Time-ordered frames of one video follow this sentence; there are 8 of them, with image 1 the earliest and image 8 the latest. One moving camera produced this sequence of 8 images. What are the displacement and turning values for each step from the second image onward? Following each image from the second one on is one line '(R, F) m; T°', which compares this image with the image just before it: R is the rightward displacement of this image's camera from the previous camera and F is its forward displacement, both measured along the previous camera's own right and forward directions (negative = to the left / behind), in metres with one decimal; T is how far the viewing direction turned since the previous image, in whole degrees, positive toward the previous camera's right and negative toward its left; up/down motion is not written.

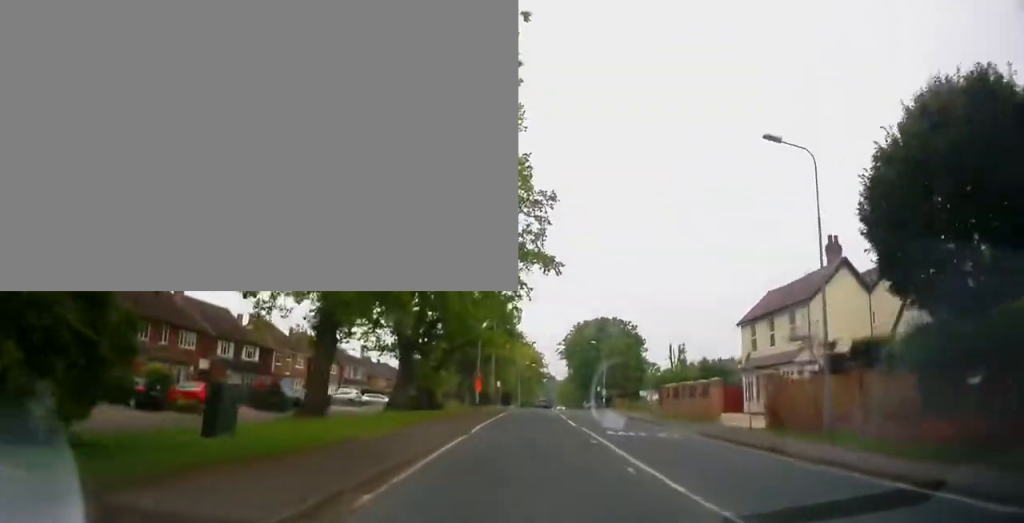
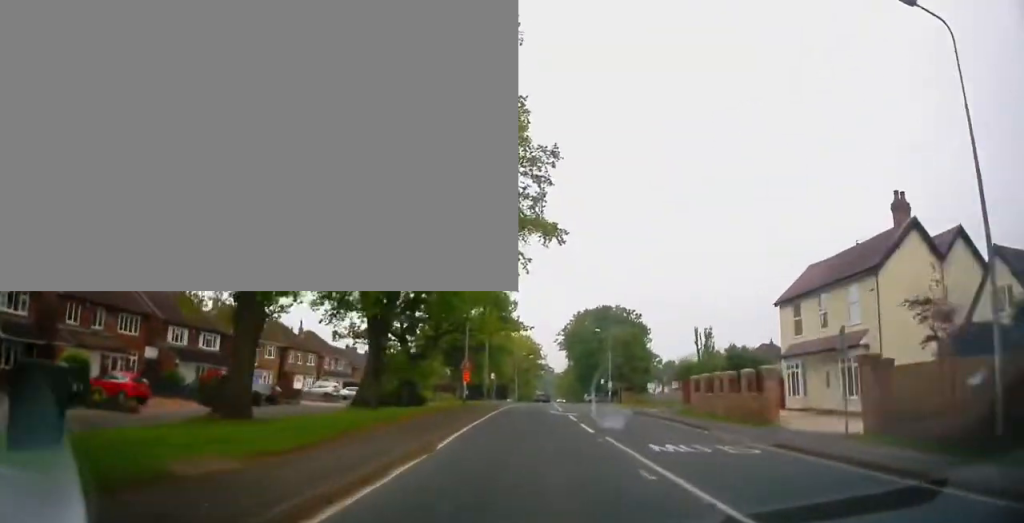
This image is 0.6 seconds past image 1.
(+0.2, +7.1) m; +1°
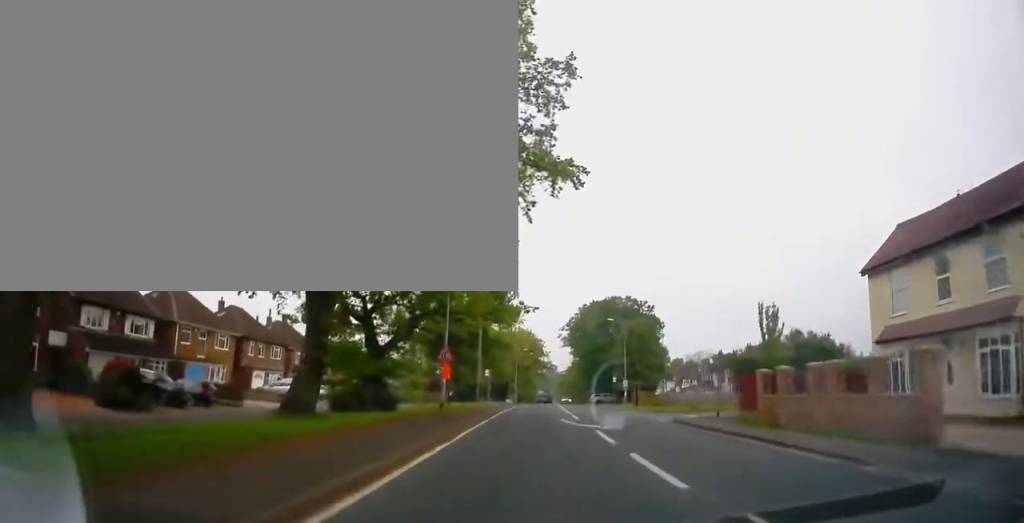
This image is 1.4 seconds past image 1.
(-0.1, +9.2) m; -1°
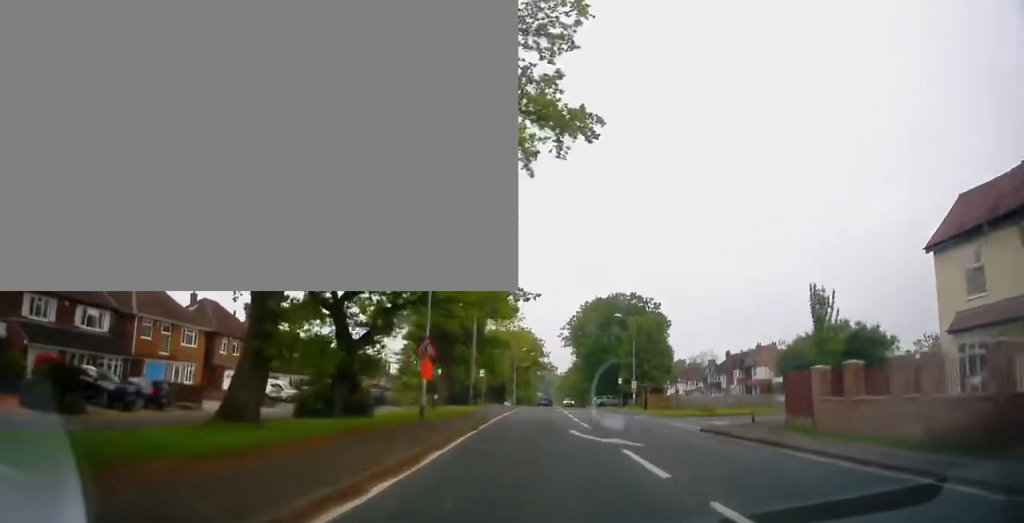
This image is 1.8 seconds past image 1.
(0.0, +5.3) m; 0°
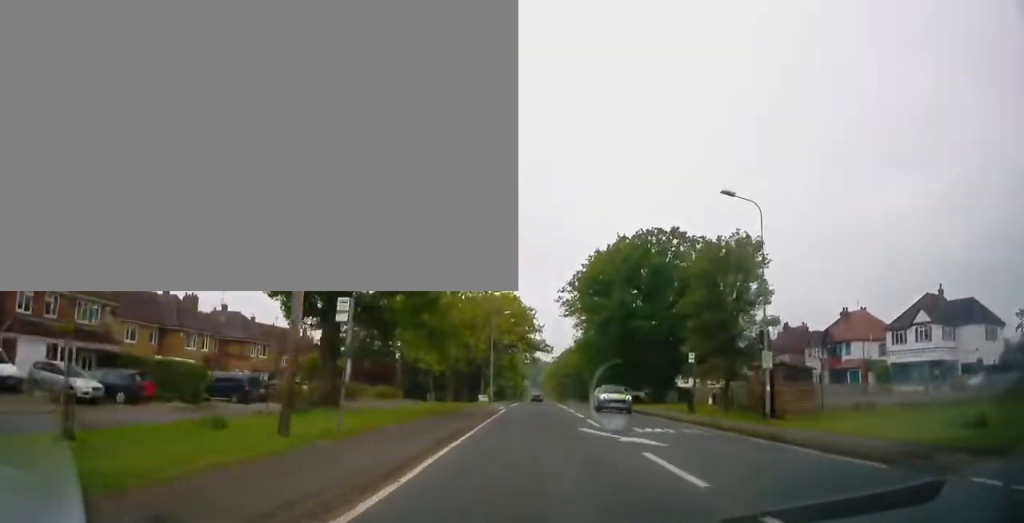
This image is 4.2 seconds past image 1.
(-0.6, +30.9) m; +1°
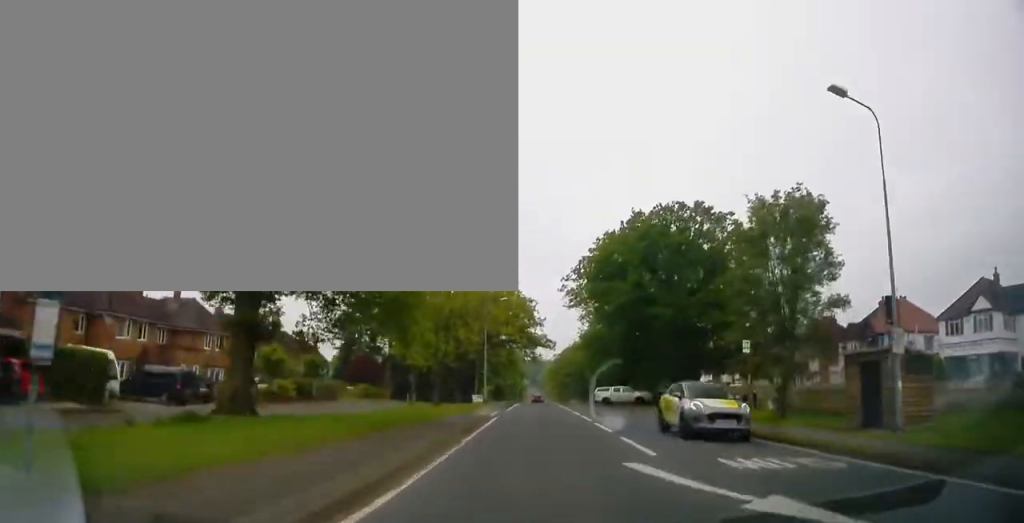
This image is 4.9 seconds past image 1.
(+0.1, +8.2) m; +1°
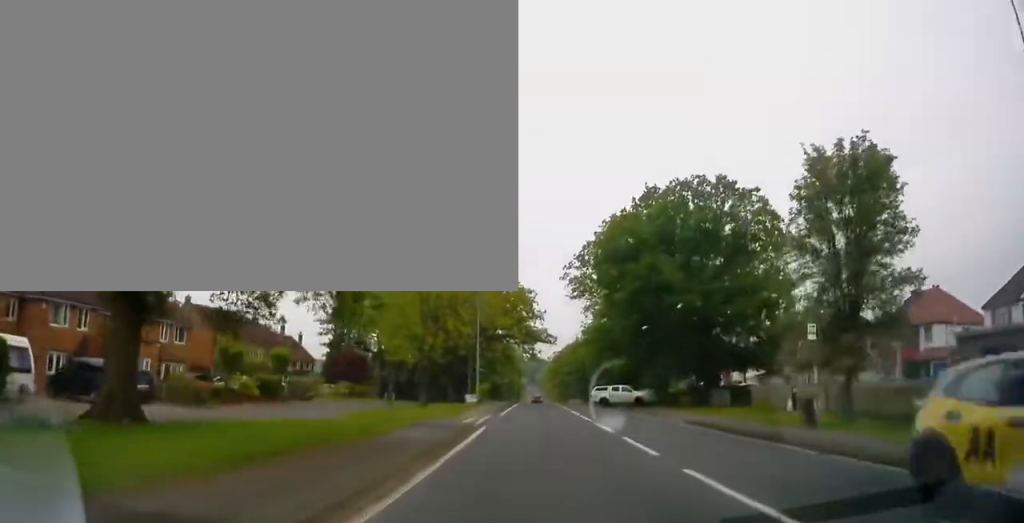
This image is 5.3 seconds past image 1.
(+0.4, +5.6) m; 0°
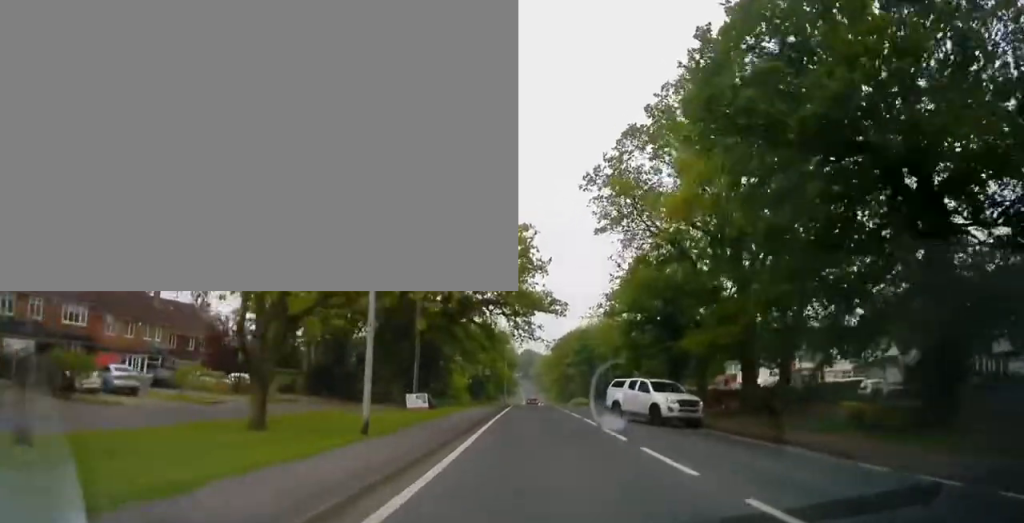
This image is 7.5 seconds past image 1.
(-0.4, +28.0) m; +1°
